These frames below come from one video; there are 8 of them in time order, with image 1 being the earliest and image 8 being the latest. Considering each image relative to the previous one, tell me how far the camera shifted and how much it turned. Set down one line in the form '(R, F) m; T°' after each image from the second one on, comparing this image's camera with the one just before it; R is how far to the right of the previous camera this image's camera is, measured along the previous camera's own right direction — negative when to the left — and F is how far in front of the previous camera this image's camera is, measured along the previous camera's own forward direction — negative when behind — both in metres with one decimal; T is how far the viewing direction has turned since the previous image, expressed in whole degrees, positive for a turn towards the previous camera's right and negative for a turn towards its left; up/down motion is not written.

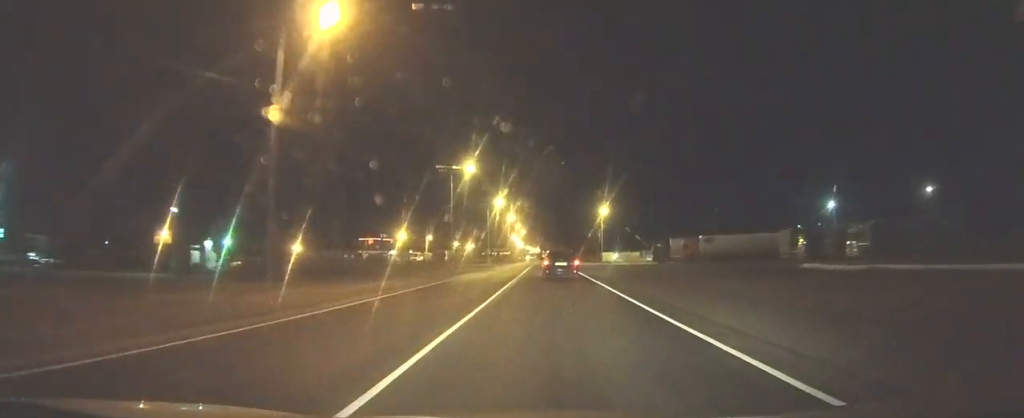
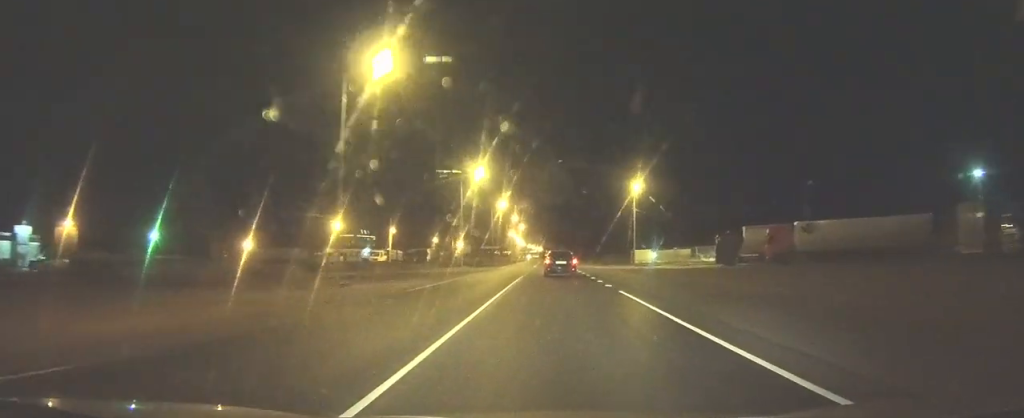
(-0.2, +33.4) m; 0°
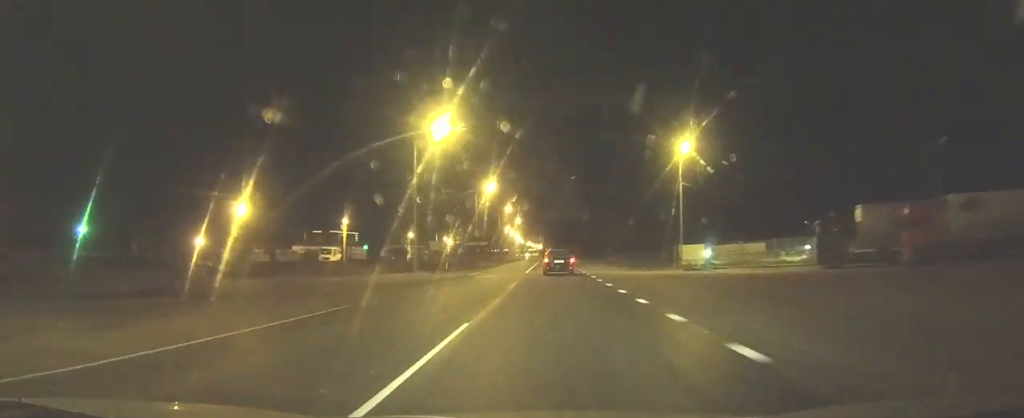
(0.0, +24.3) m; 0°
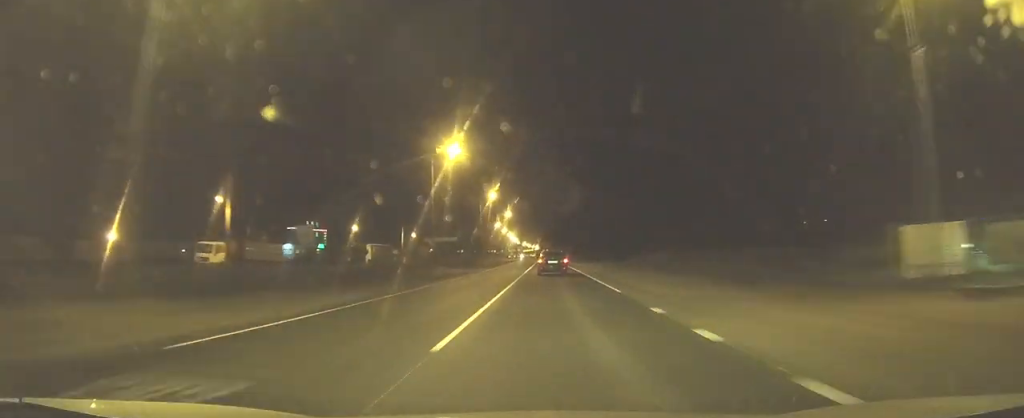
(0.0, +30.2) m; 0°
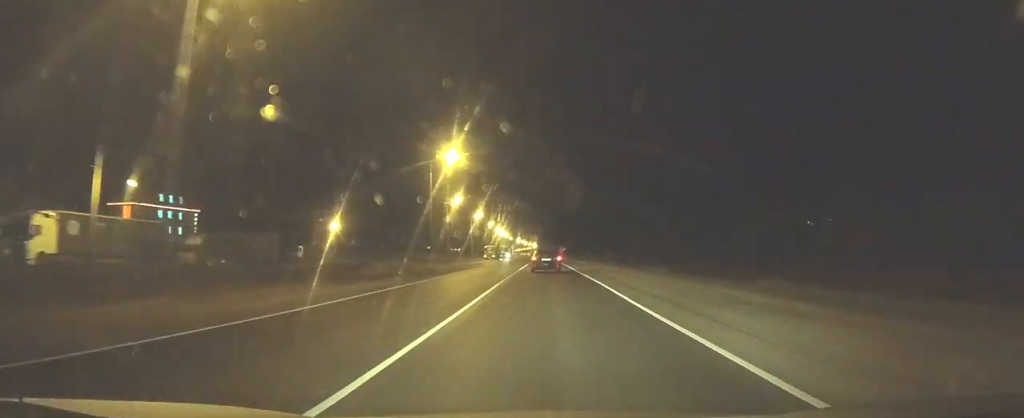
(0.0, +76.3) m; 0°
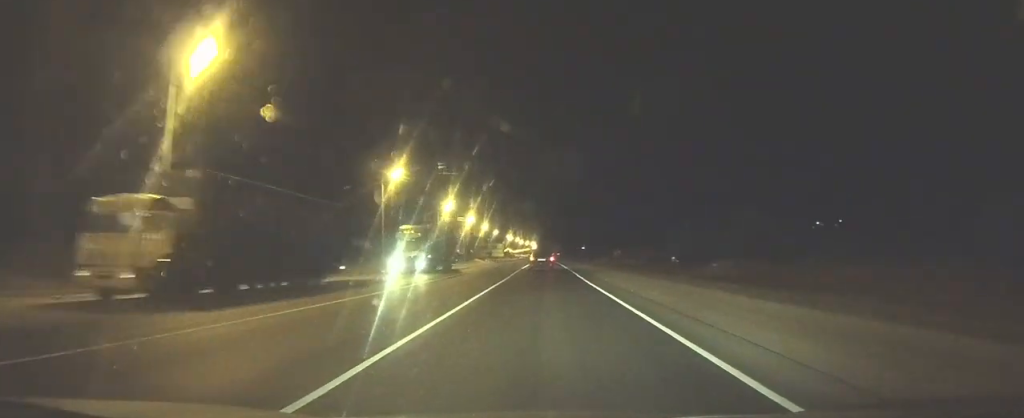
(-0.8, +113.5) m; 0°
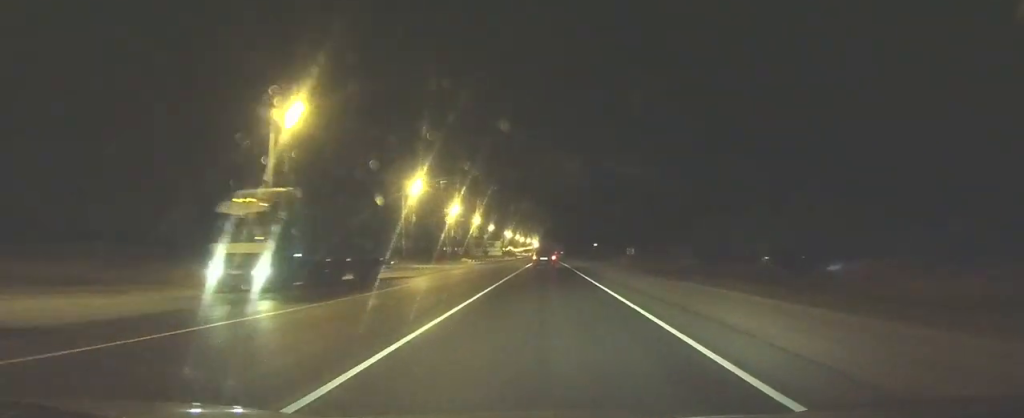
(+0.1, +27.0) m; 0°
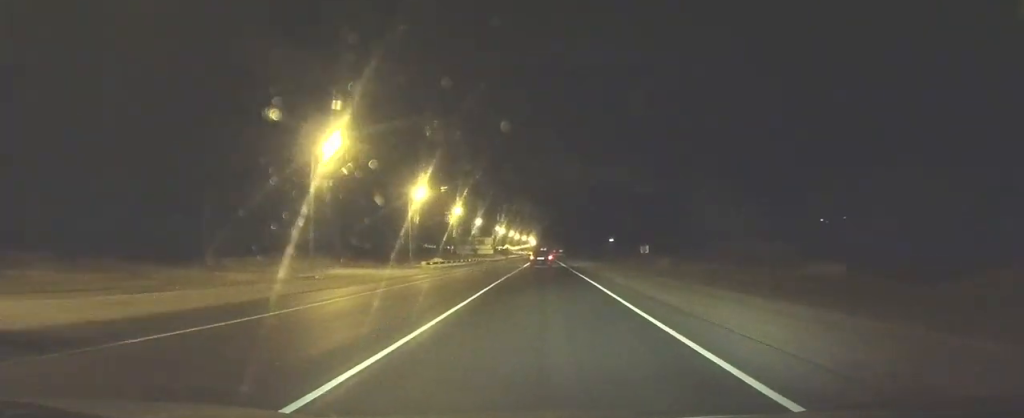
(+0.1, +30.4) m; 0°
